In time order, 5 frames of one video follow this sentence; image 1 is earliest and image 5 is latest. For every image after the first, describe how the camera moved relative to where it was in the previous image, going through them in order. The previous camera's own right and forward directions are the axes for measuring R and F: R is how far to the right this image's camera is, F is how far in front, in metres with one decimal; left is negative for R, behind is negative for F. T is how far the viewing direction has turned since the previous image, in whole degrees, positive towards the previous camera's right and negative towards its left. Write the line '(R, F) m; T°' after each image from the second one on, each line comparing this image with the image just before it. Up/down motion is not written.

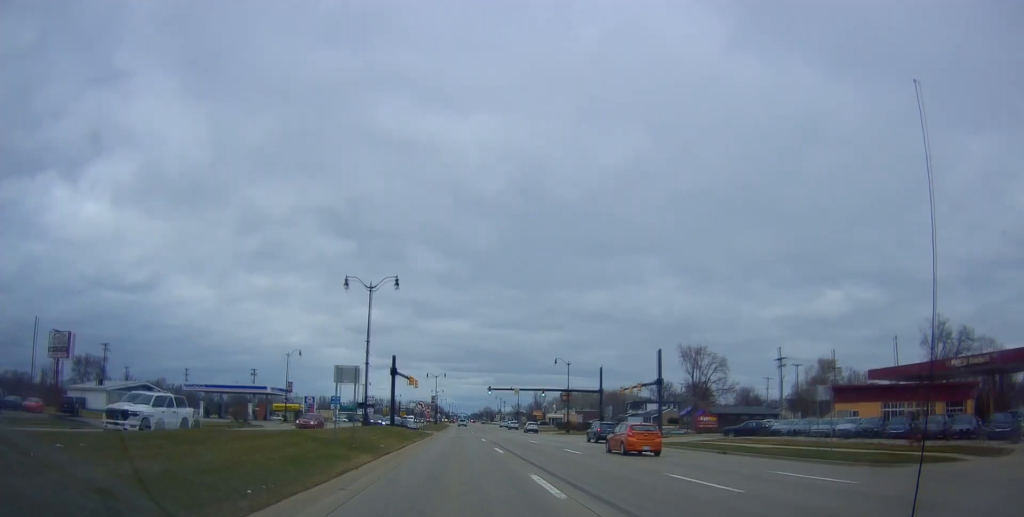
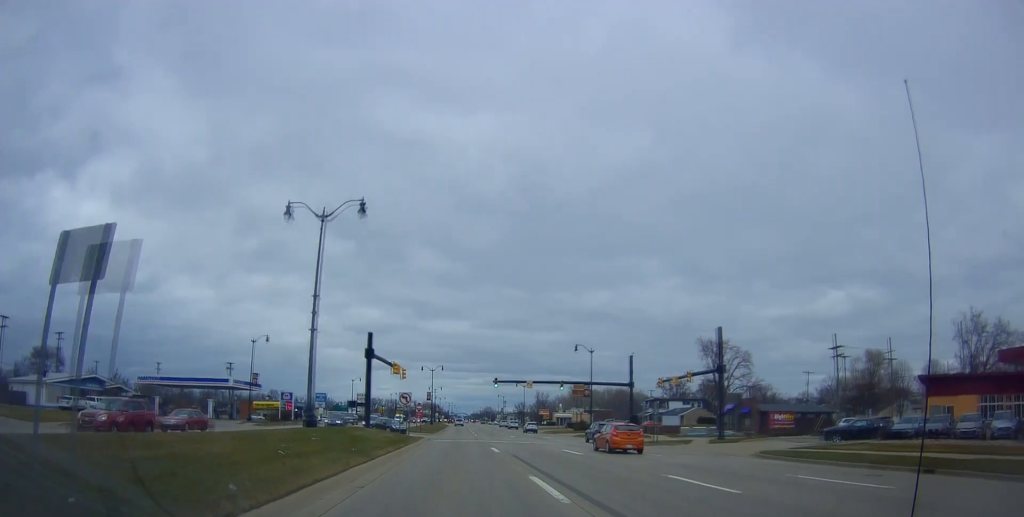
(+0.3, +15.7) m; -1°
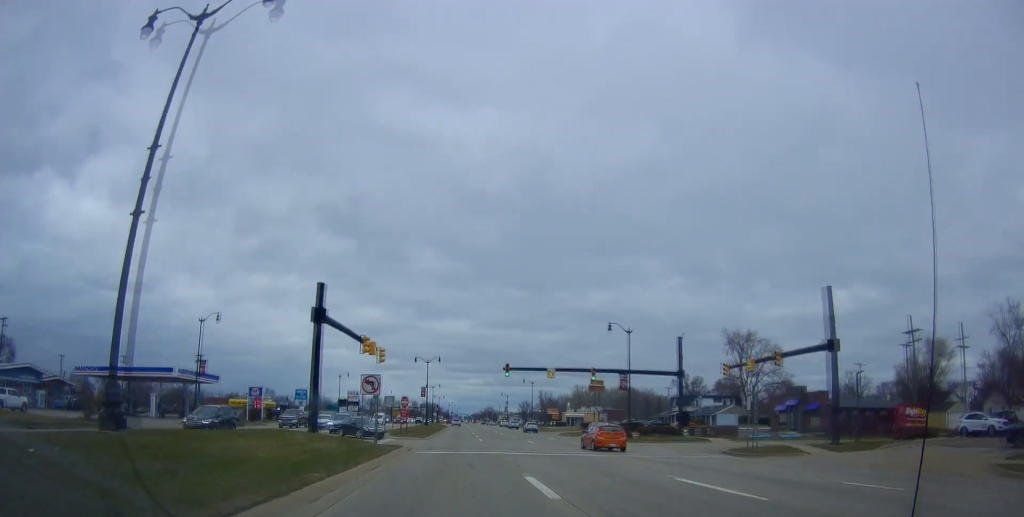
(-0.3, +16.3) m; 0°
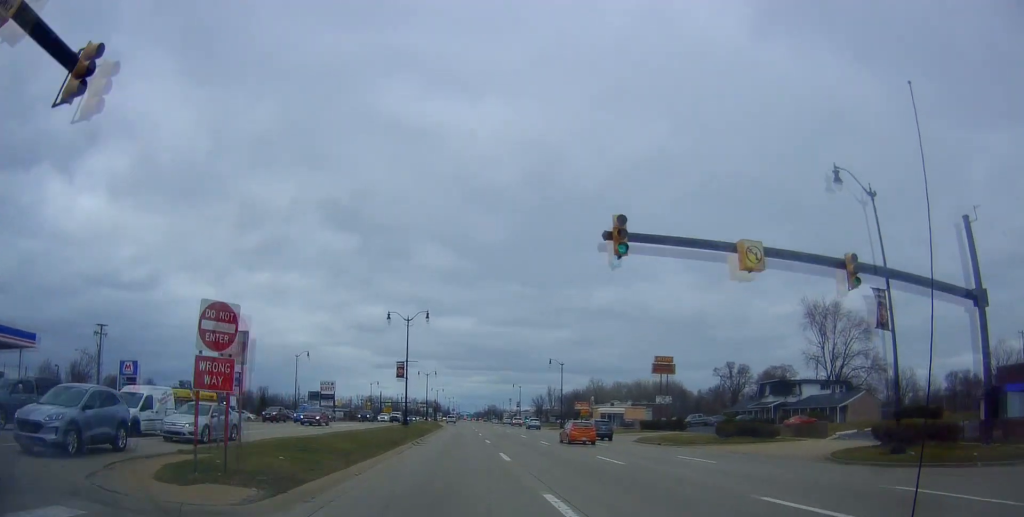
(+0.1, +36.3) m; 0°
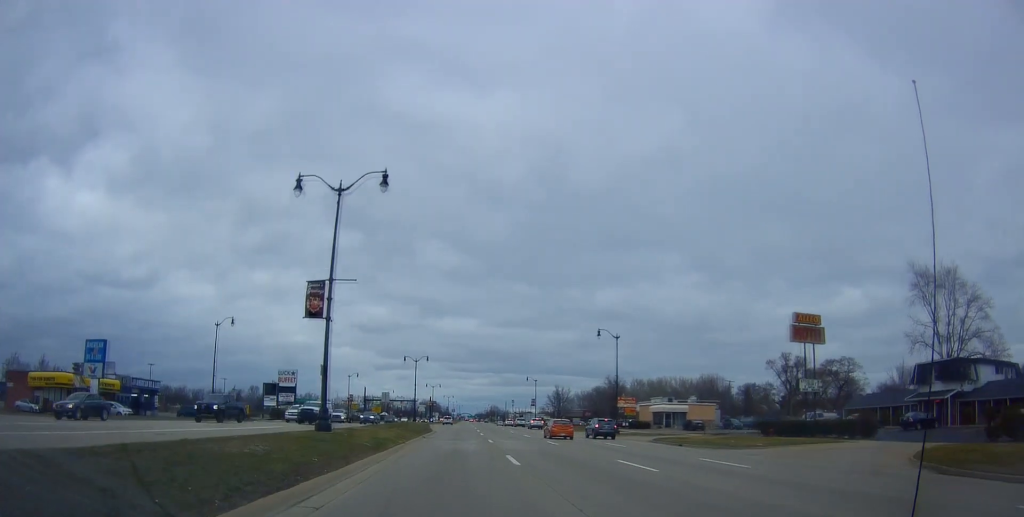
(+0.3, +33.6) m; +1°
